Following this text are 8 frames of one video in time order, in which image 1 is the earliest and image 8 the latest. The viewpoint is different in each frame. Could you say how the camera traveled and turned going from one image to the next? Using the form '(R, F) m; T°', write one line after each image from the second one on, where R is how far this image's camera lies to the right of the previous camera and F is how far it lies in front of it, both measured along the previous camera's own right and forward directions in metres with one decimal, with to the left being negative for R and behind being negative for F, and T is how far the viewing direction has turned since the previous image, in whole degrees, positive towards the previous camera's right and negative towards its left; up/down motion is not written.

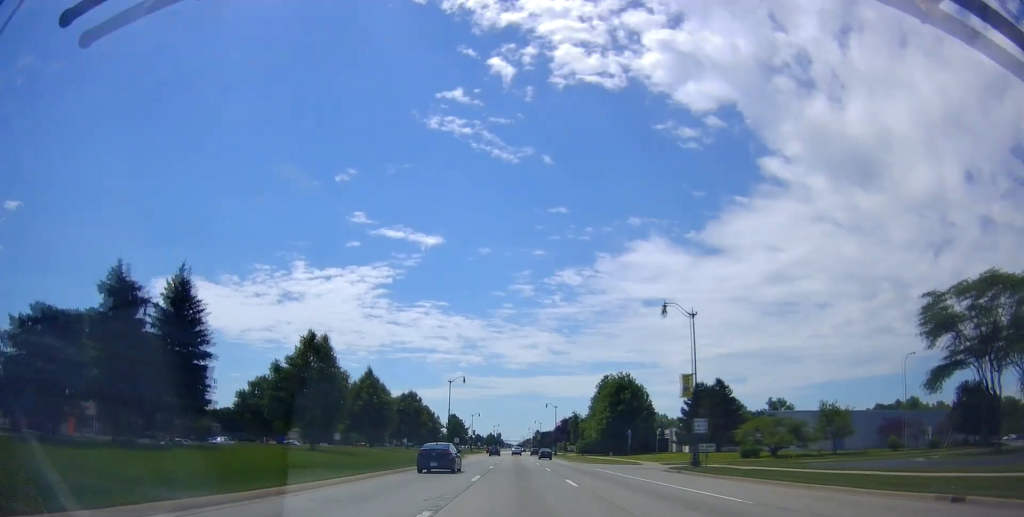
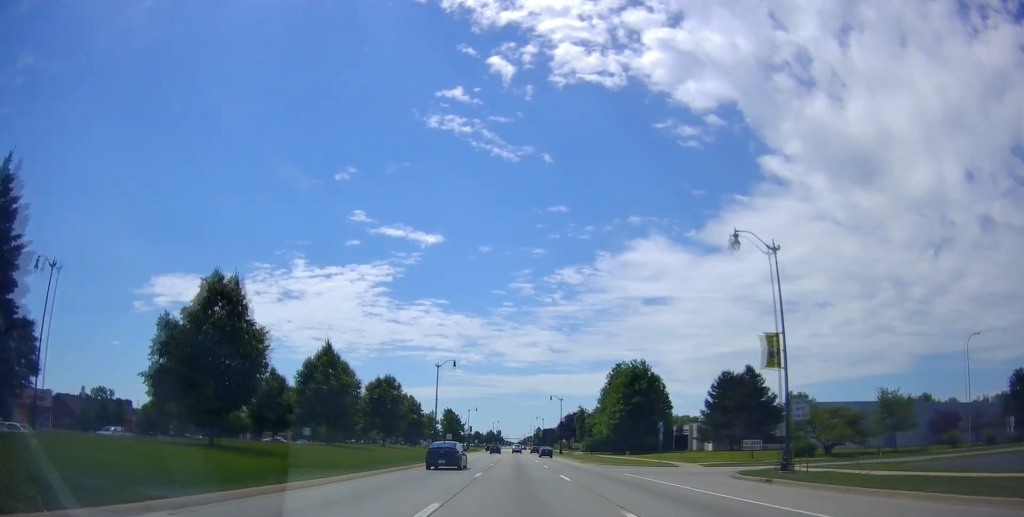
(0.0, +13.3) m; 0°
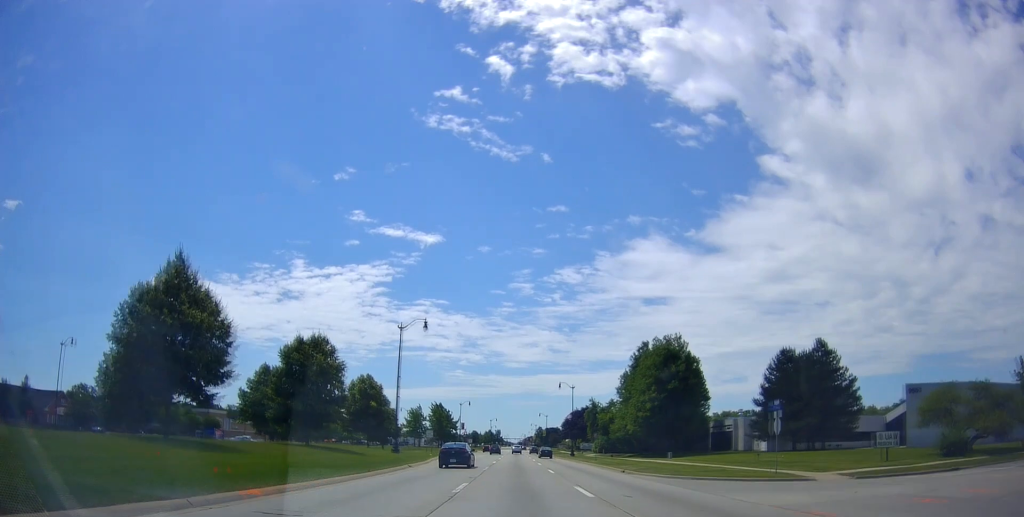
(0.0, +21.9) m; 0°
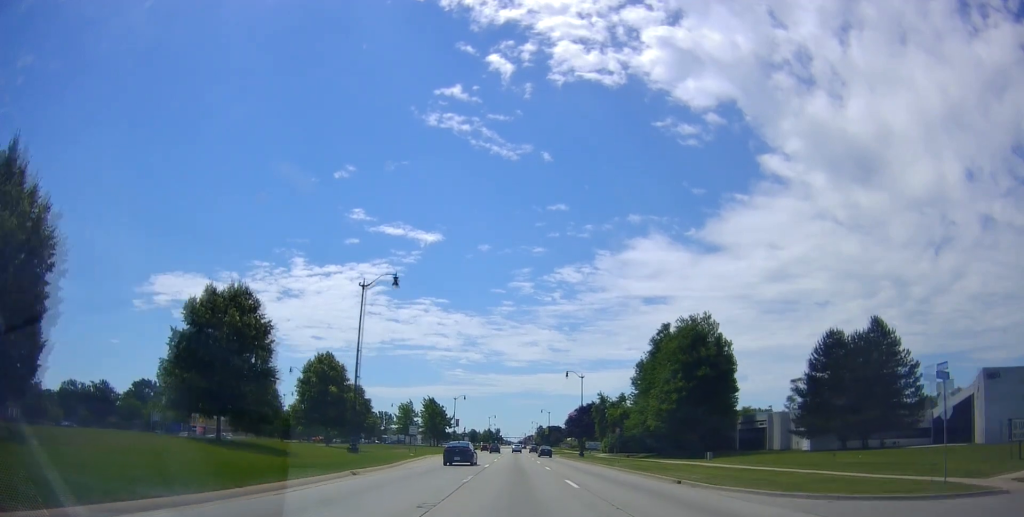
(+0.1, +12.0) m; -1°
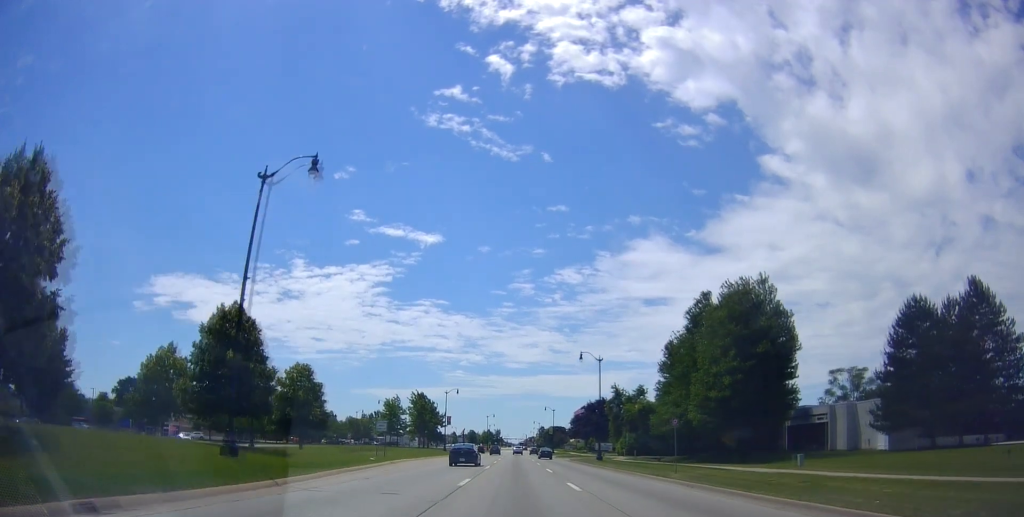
(-0.4, +15.3) m; -1°
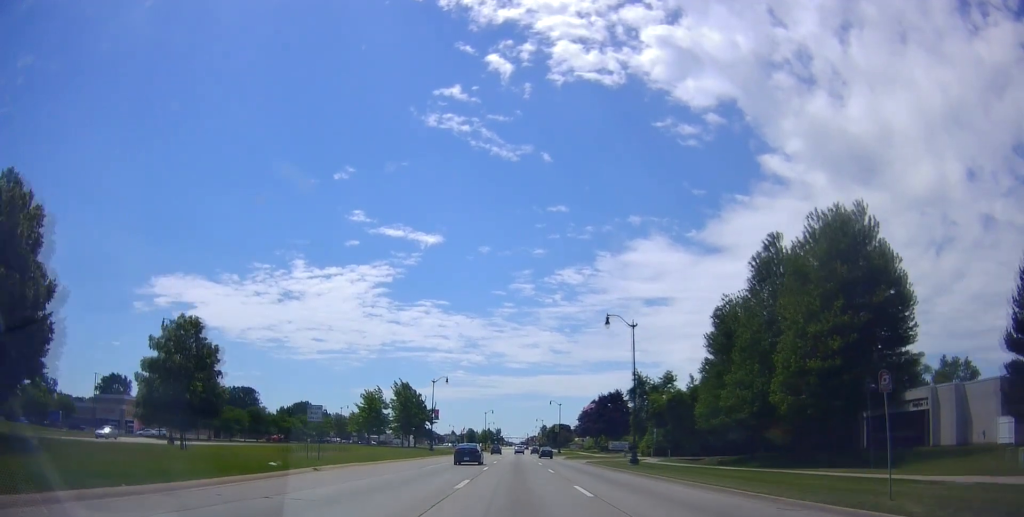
(-0.1, +16.7) m; 0°
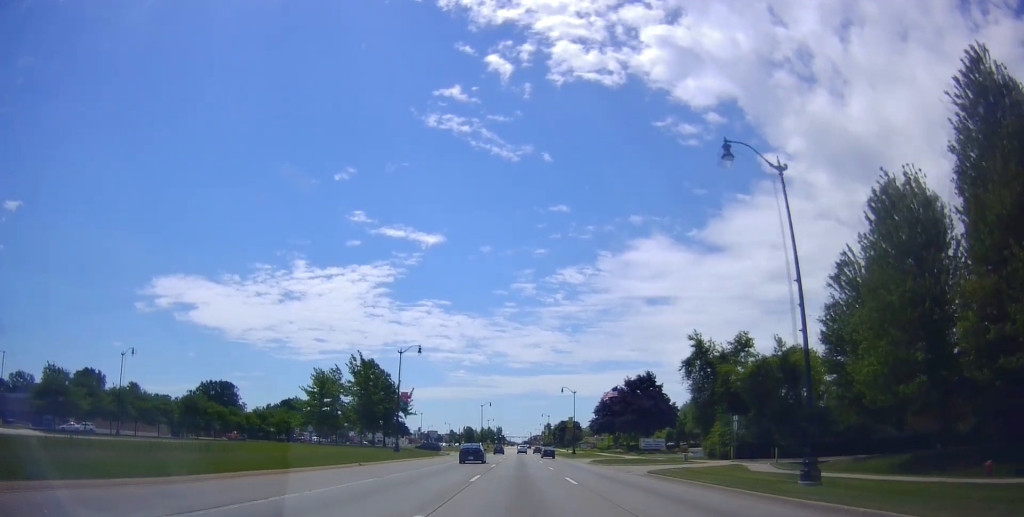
(0.0, +25.5) m; 0°
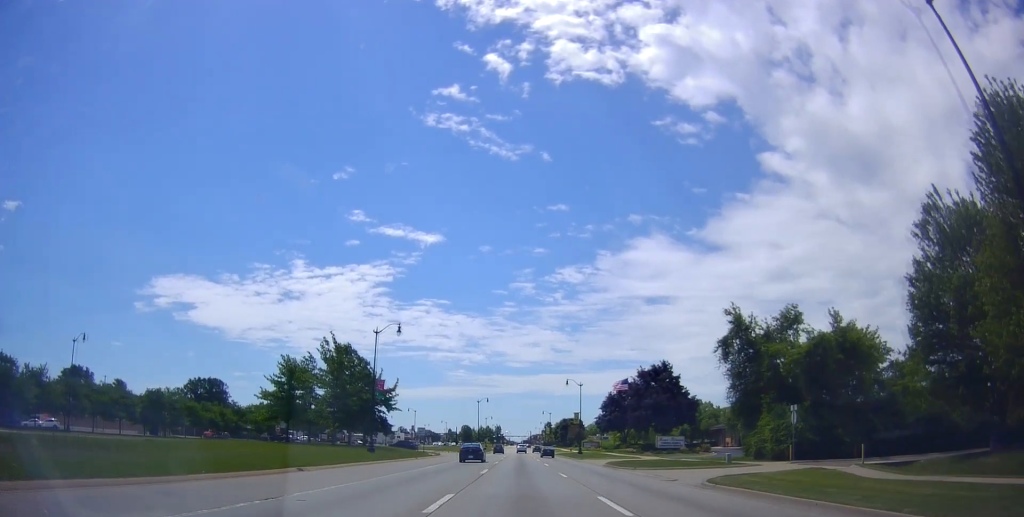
(-0.2, +10.1) m; 0°
